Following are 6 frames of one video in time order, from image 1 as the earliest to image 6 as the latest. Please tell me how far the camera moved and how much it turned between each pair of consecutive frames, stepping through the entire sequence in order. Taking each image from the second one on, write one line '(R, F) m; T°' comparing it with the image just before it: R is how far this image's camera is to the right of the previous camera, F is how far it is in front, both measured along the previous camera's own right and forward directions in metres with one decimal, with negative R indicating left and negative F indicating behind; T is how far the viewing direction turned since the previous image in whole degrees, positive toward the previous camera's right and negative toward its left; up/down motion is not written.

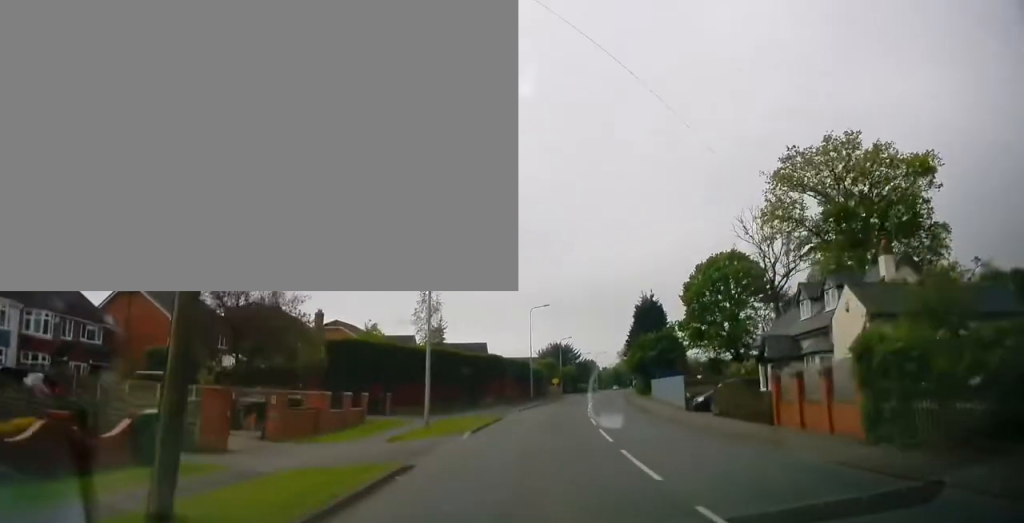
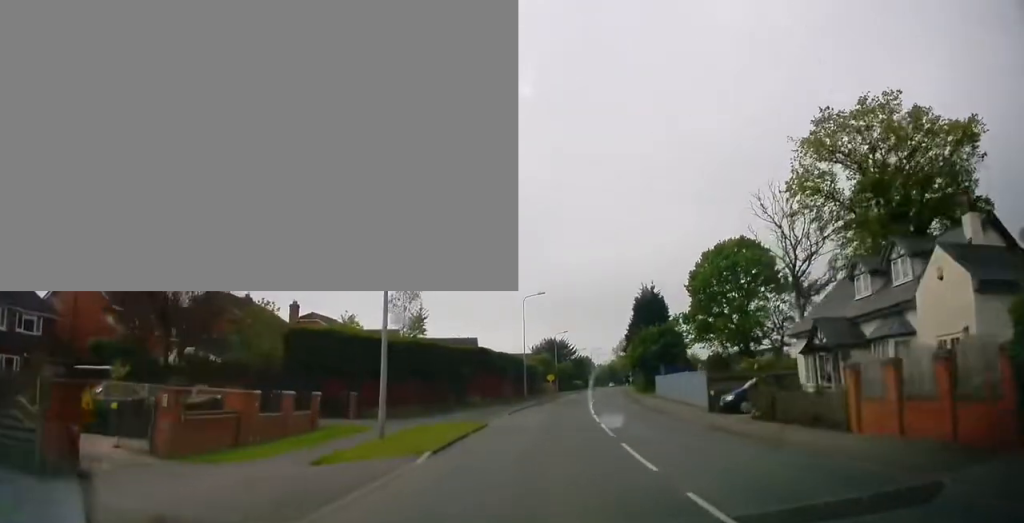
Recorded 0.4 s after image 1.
(0.0, +5.2) m; +1°
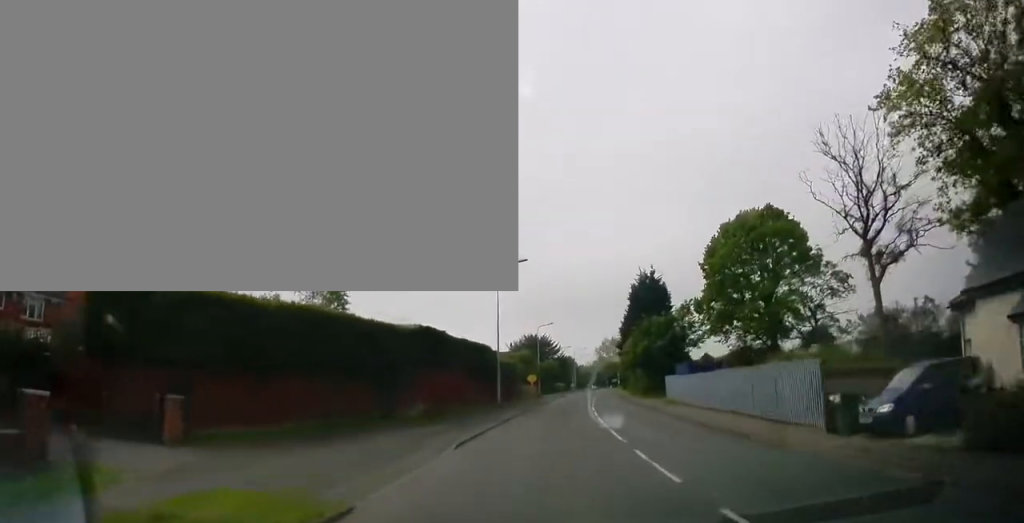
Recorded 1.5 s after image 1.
(+0.2, +12.6) m; +3°
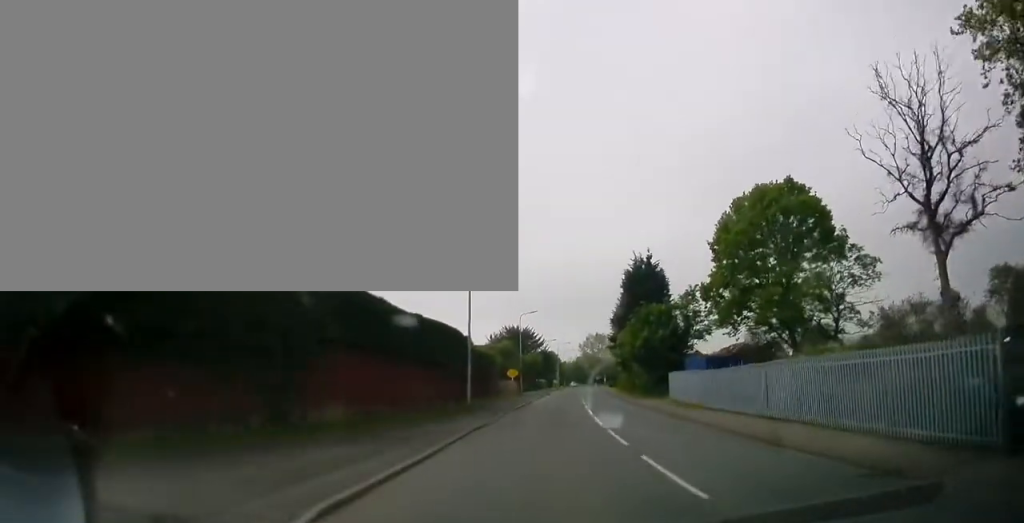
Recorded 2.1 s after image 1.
(+0.1, +7.3) m; +2°
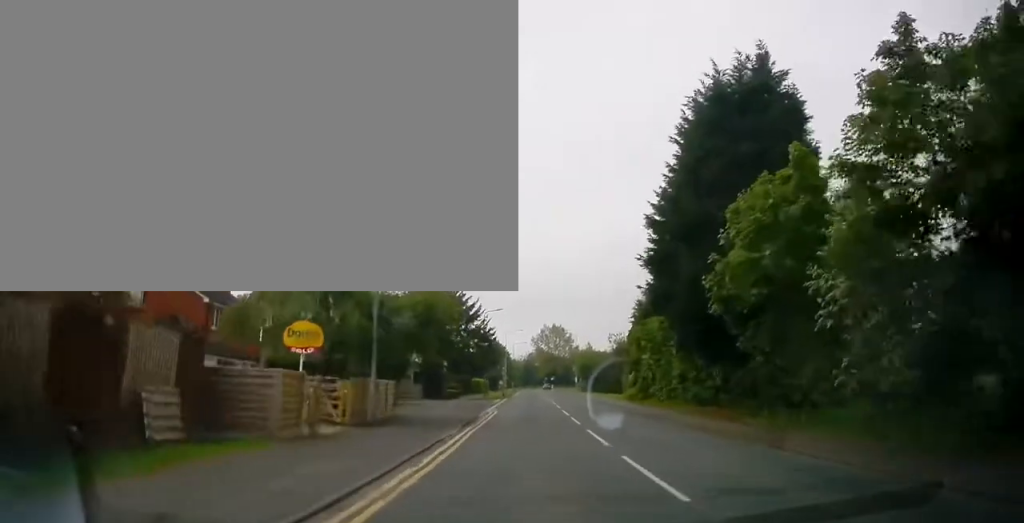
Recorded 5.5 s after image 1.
(+1.9, +41.4) m; +3°
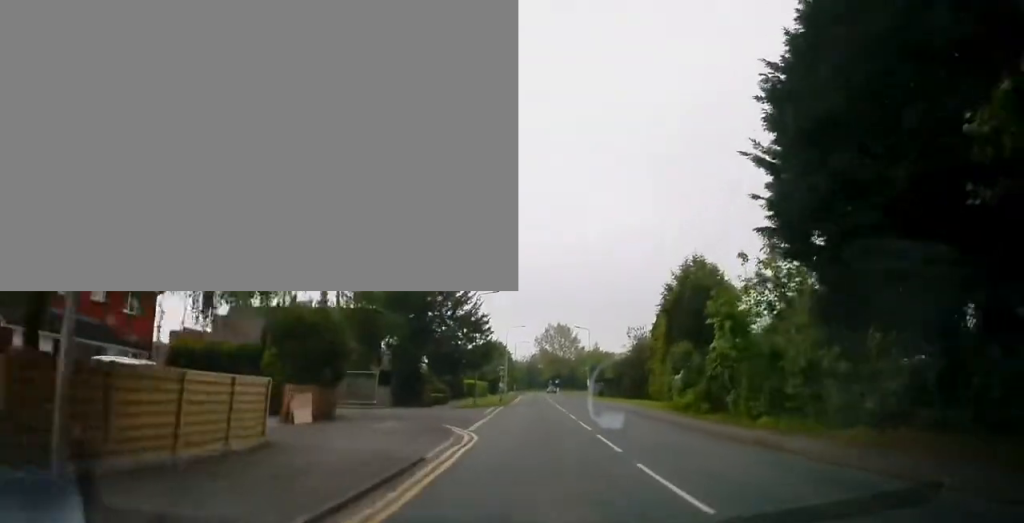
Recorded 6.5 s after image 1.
(-0.2, +12.4) m; 0°
